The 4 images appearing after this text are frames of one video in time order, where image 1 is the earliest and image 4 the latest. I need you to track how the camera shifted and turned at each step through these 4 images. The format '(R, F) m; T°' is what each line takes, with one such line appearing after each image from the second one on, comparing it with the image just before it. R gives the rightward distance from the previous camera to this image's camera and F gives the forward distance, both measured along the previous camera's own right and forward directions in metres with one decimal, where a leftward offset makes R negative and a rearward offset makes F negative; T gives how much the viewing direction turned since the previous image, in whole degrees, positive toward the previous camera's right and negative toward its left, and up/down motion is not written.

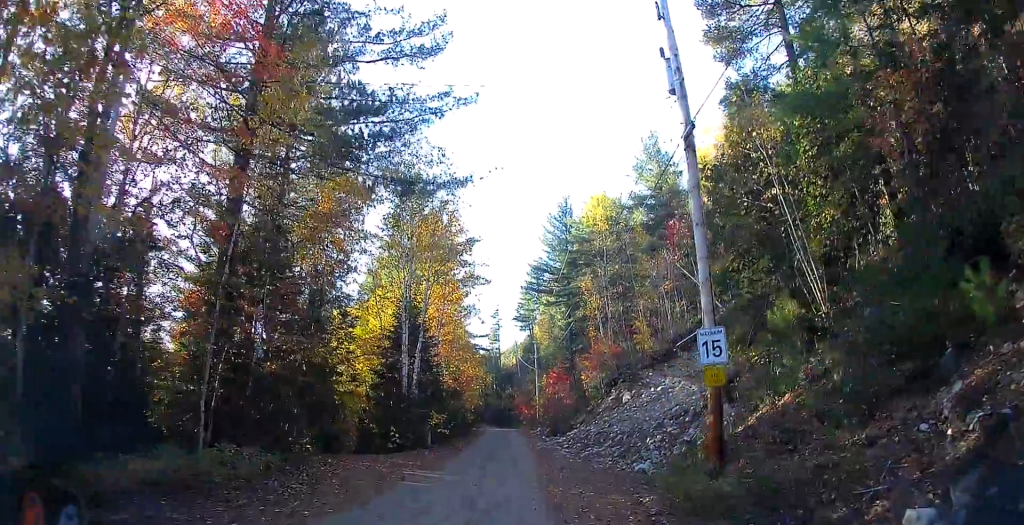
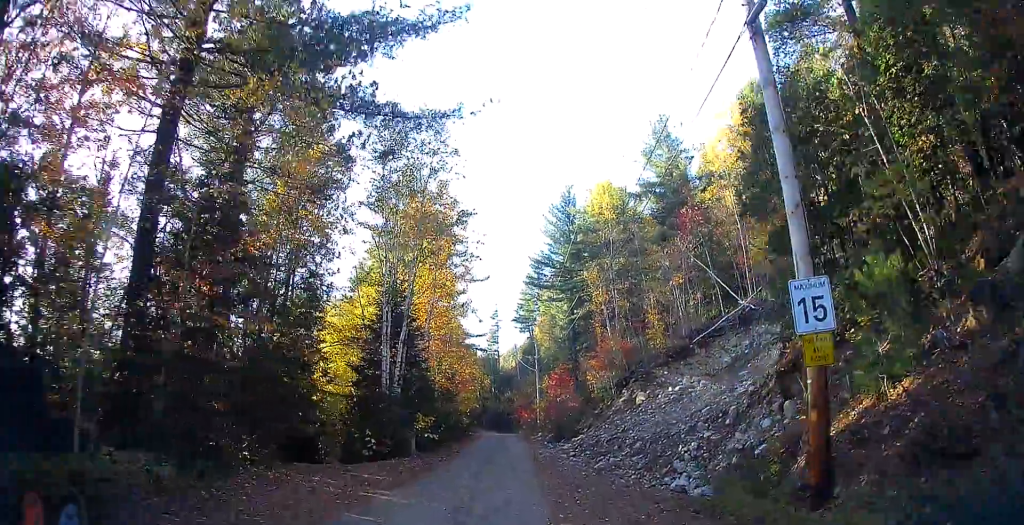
(0.0, +4.5) m; -1°
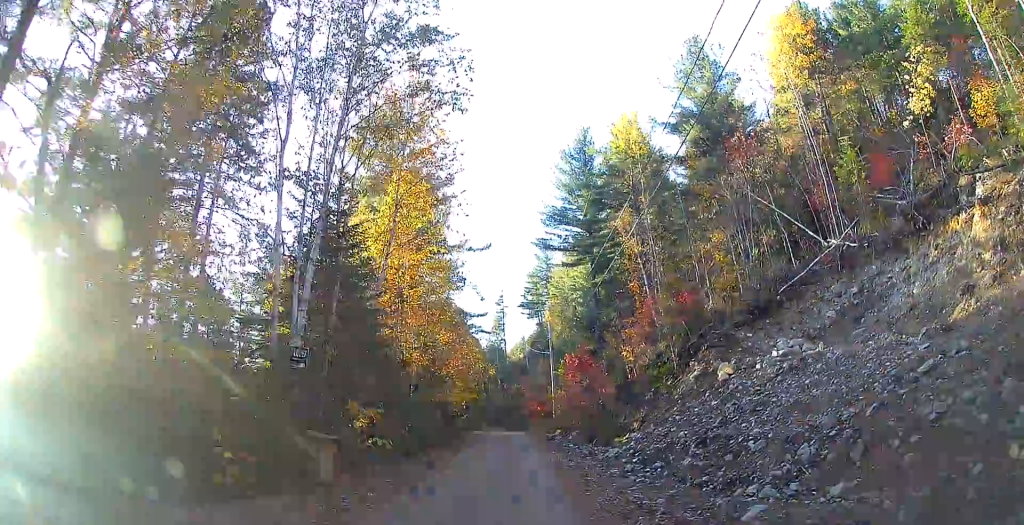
(-0.1, +12.8) m; +2°
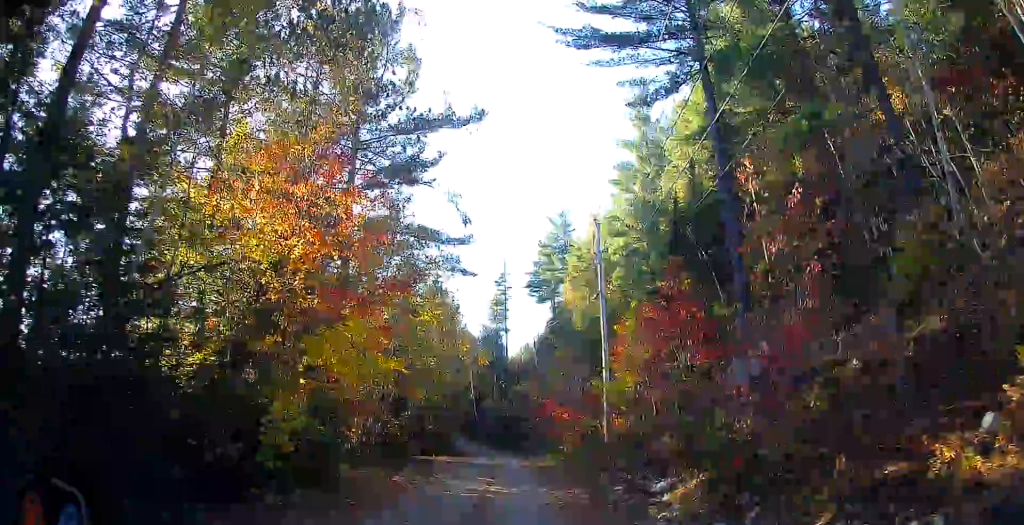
(-1.0, +32.6) m; -1°
